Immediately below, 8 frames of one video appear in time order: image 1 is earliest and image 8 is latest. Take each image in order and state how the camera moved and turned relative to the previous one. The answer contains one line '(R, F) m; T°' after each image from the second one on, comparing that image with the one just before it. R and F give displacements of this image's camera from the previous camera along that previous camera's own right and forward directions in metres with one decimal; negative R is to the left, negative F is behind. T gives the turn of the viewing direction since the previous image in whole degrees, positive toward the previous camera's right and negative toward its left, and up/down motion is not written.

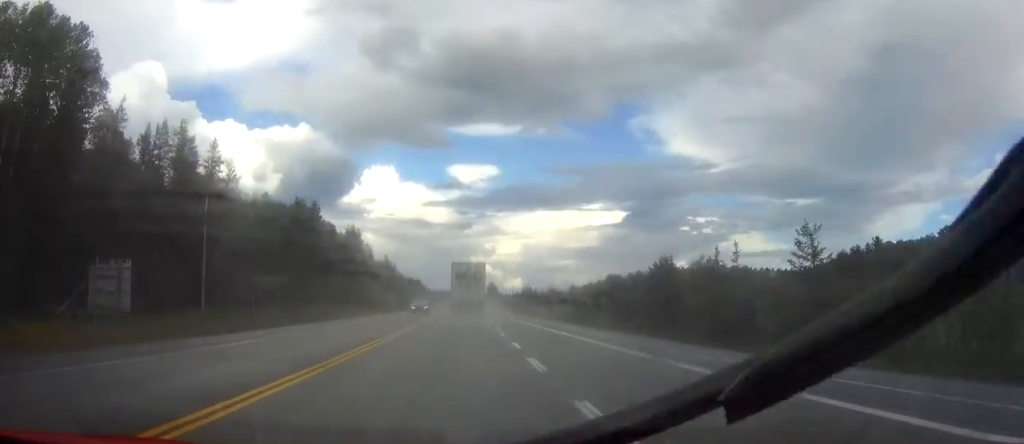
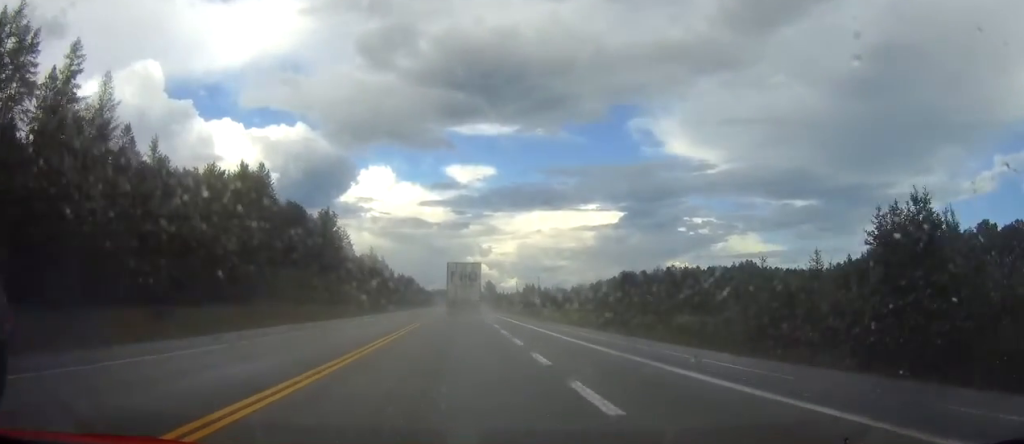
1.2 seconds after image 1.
(+0.1, +33.3) m; 0°
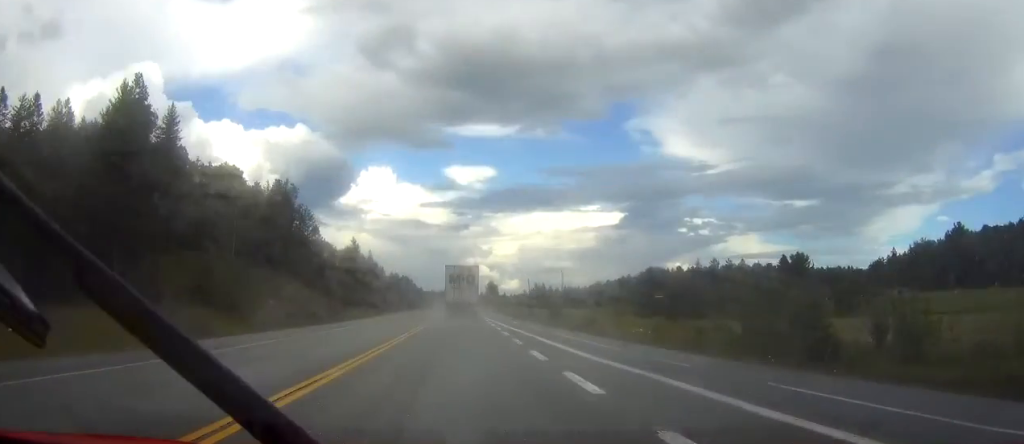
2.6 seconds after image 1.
(0.0, +40.2) m; 0°
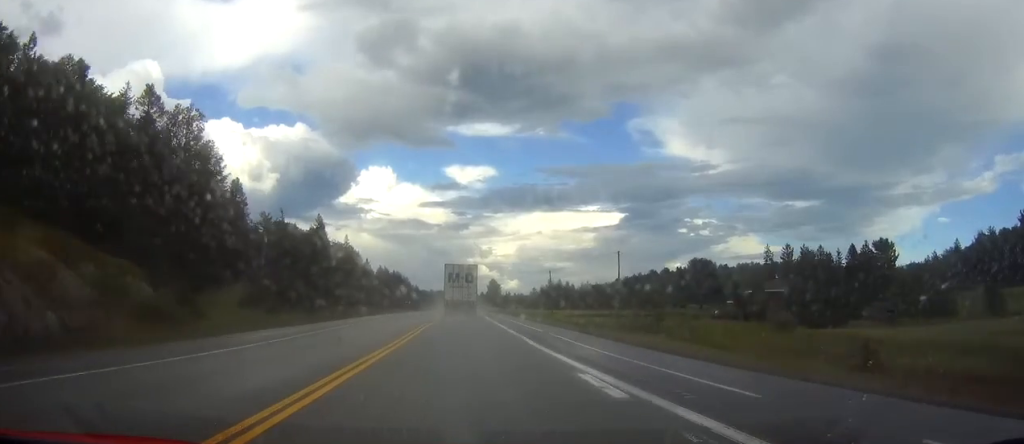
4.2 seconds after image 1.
(-0.2, +48.2) m; 0°
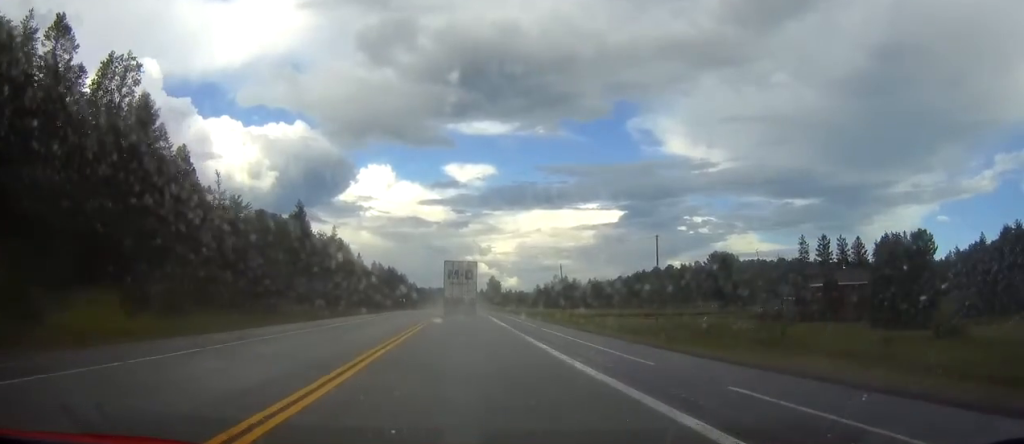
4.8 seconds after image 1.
(+0.1, +17.5) m; 0°
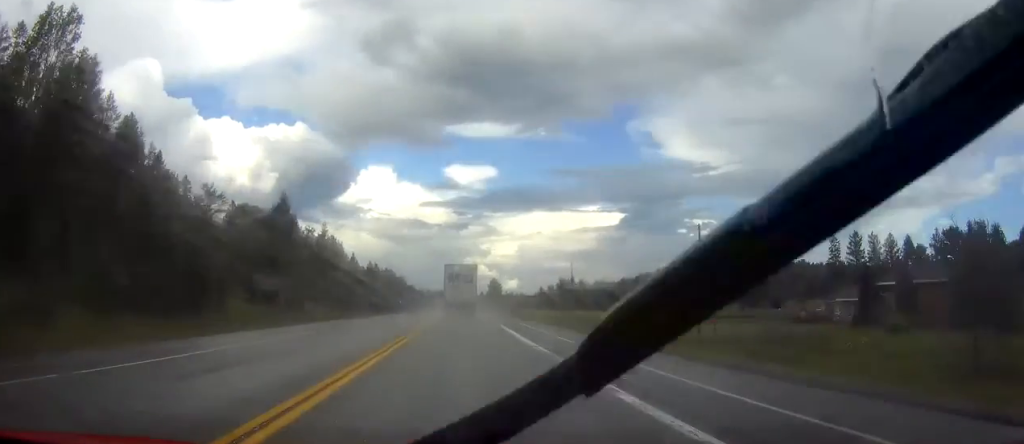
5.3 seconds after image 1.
(0.0, +12.6) m; 0°
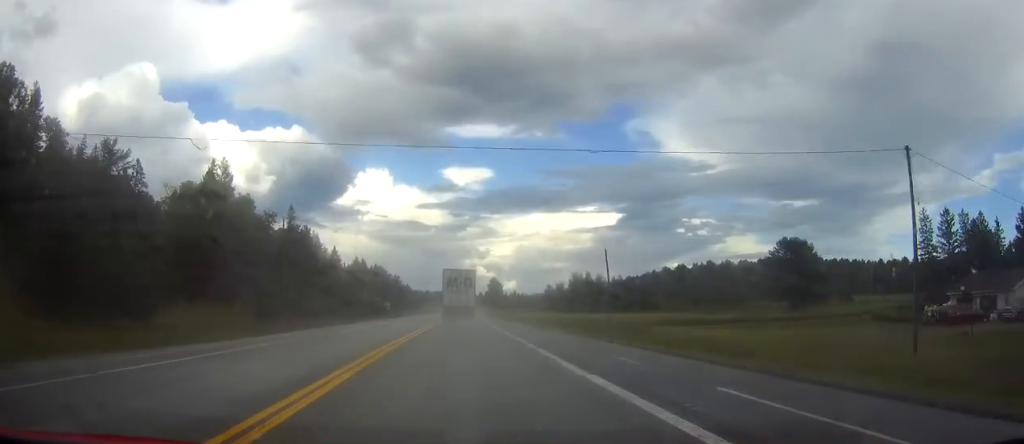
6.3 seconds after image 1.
(+0.1, +30.3) m; 0°
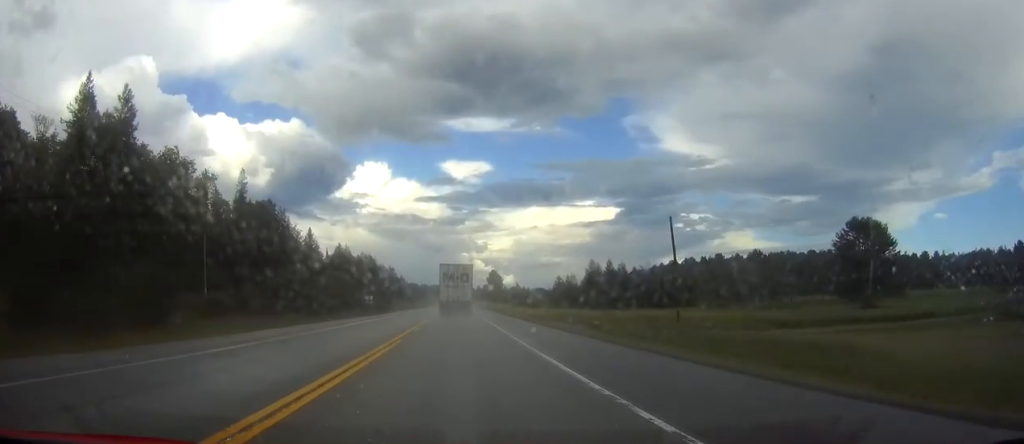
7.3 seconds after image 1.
(-0.2, +29.4) m; 0°
